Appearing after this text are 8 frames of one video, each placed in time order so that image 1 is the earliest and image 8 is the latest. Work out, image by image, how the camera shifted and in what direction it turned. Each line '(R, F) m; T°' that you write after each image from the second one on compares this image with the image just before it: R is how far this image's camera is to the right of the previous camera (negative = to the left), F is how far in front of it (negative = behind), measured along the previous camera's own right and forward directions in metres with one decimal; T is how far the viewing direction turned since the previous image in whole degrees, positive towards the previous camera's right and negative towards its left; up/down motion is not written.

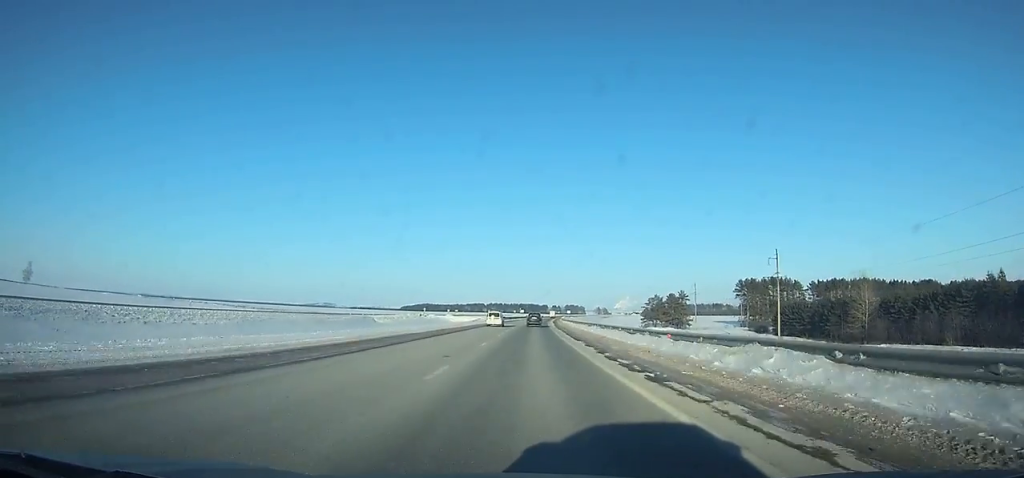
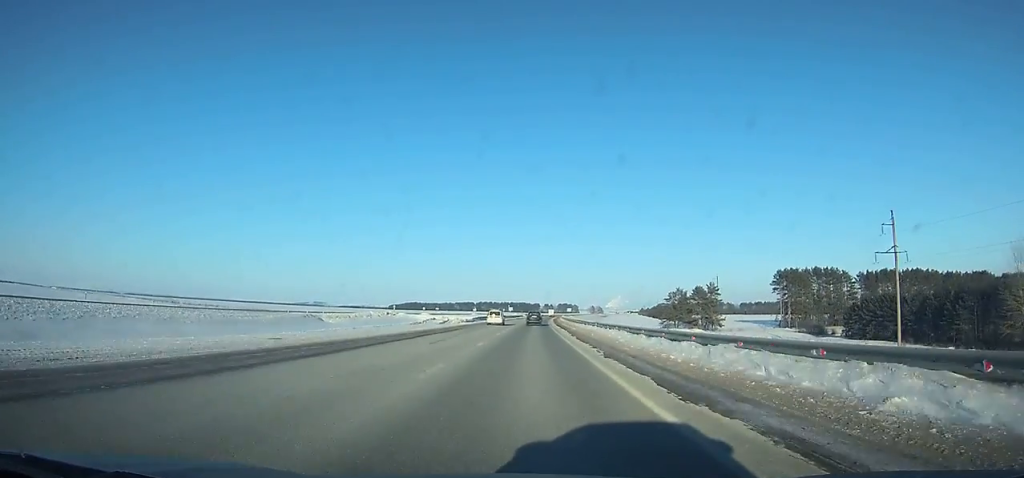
(+0.8, +46.2) m; +1°
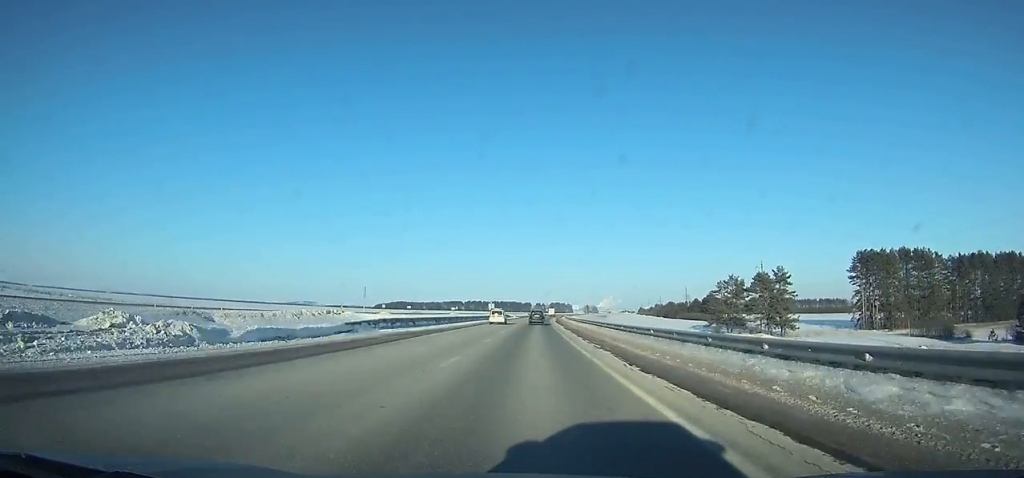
(+0.6, +58.0) m; +1°
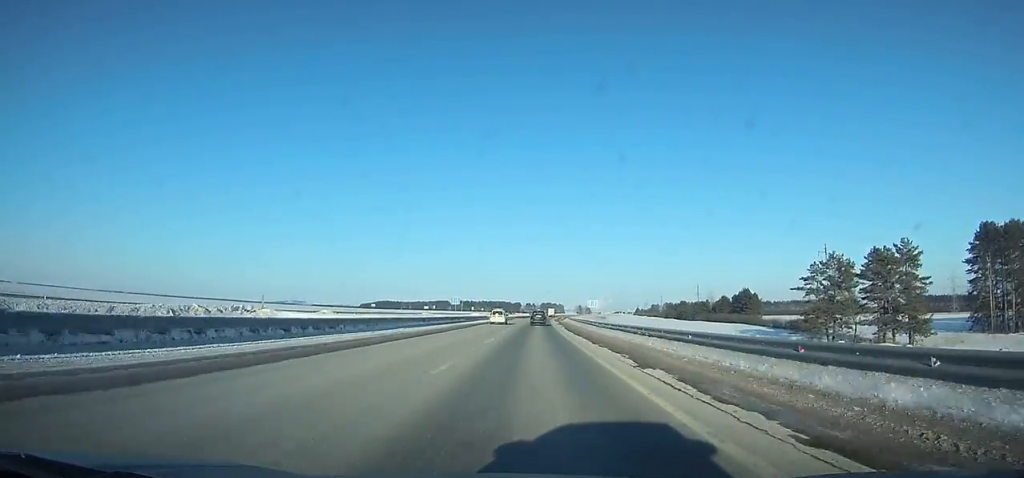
(+0.2, +49.3) m; +1°
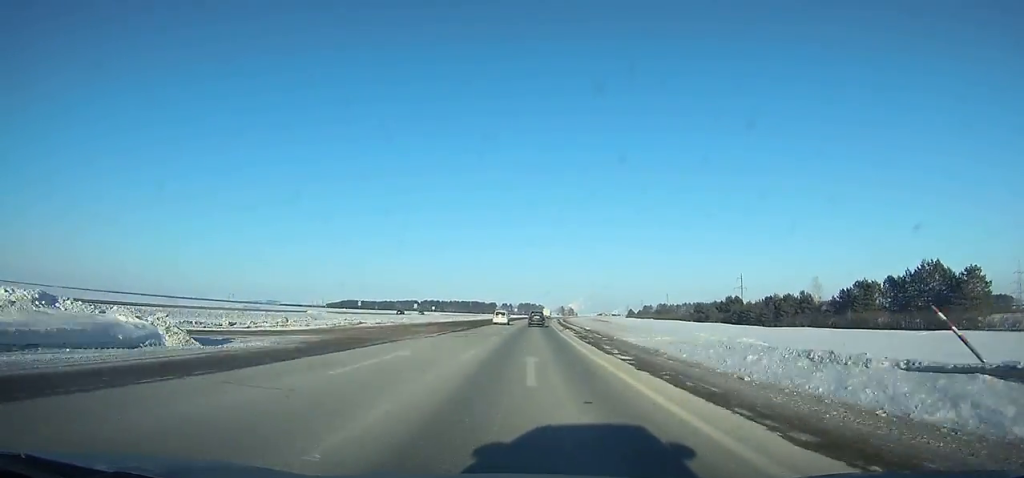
(+1.6, +101.4) m; +2°
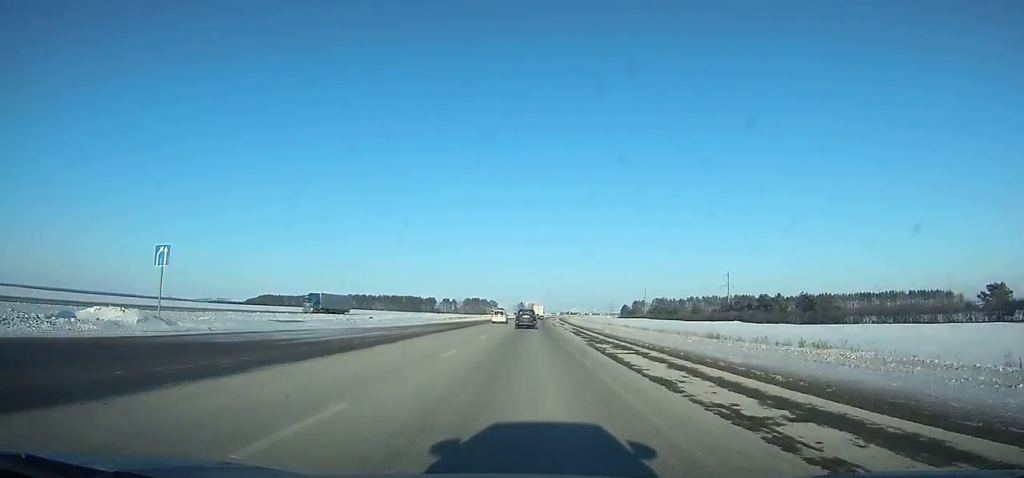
(+8.2, +214.2) m; +4°
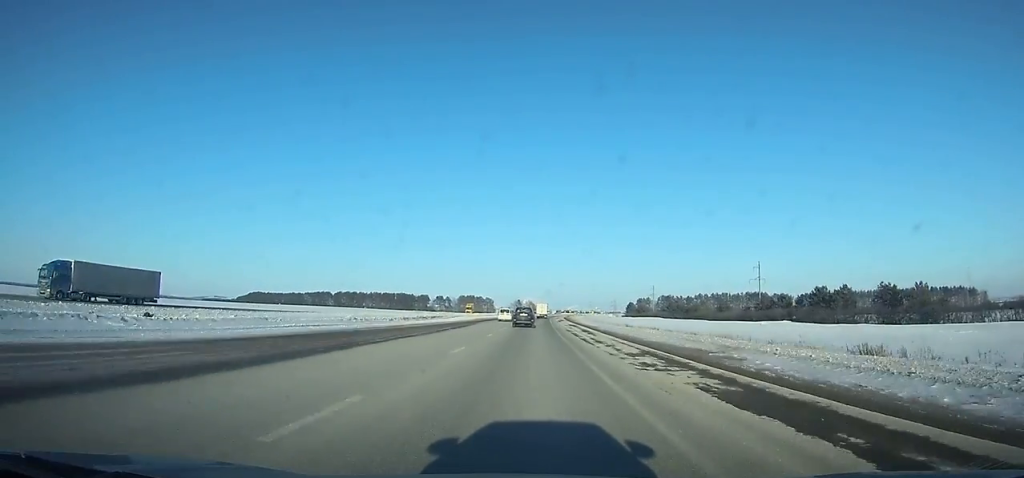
(+0.1, +36.6) m; +1°
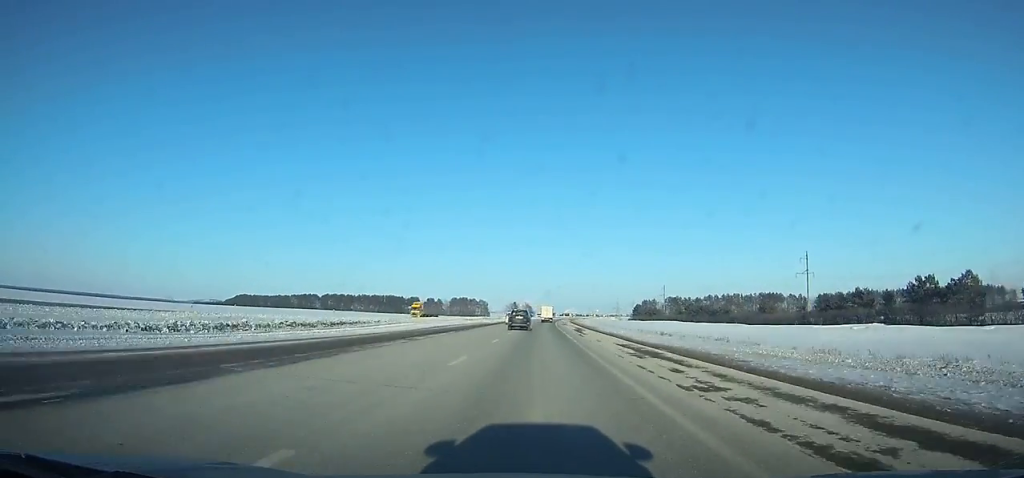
(+0.4, +39.2) m; 0°
